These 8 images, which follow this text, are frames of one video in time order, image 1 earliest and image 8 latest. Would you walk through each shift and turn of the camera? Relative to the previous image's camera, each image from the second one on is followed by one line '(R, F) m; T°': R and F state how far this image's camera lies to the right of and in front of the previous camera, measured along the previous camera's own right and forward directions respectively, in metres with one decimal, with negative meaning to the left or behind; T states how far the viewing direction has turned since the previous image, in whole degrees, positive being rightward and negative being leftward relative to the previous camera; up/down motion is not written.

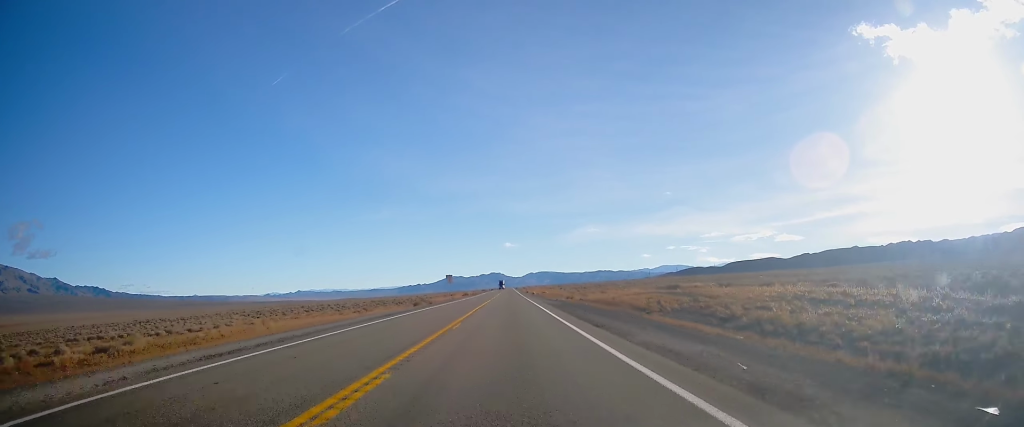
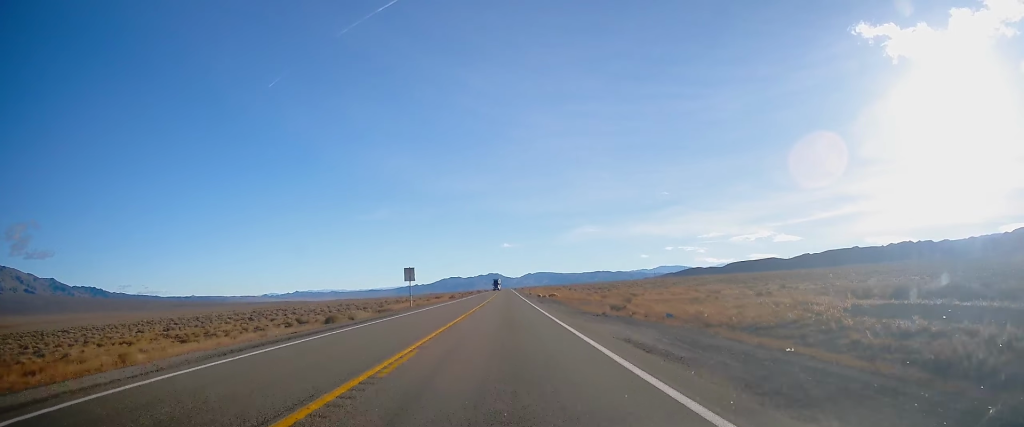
(-0.2, +33.5) m; -1°
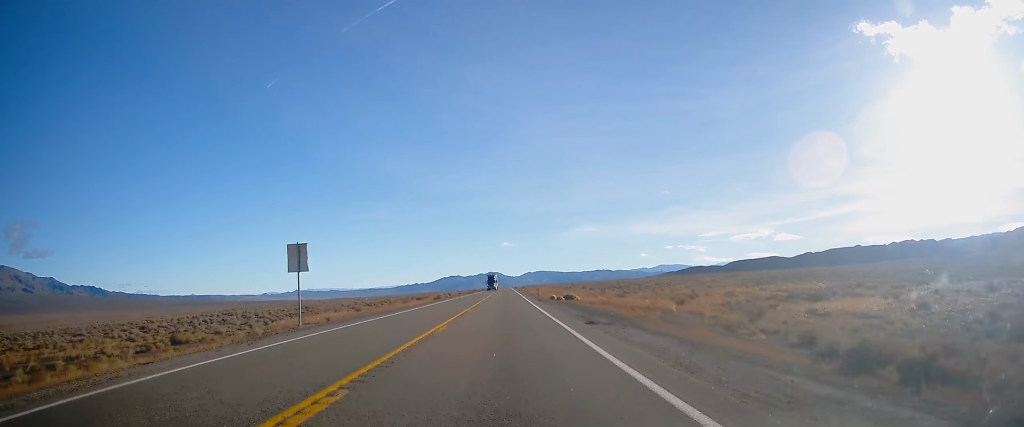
(-0.2, +29.1) m; 0°
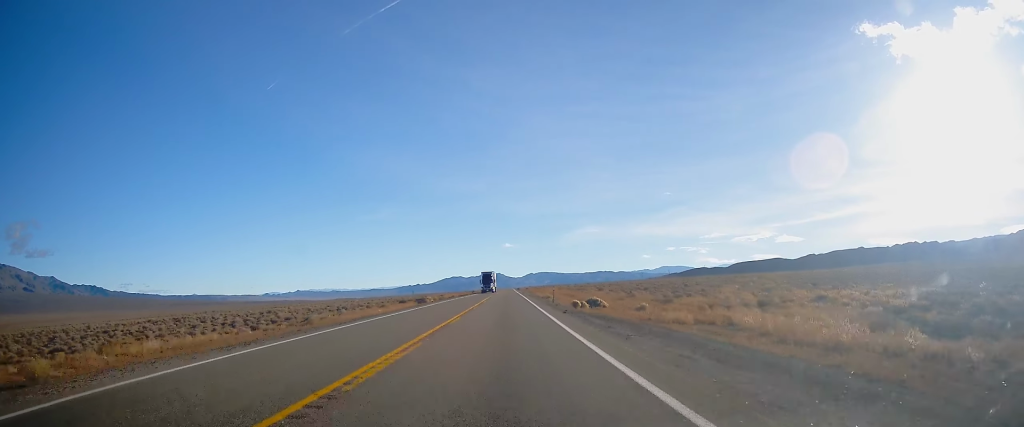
(-0.1, +20.4) m; 0°
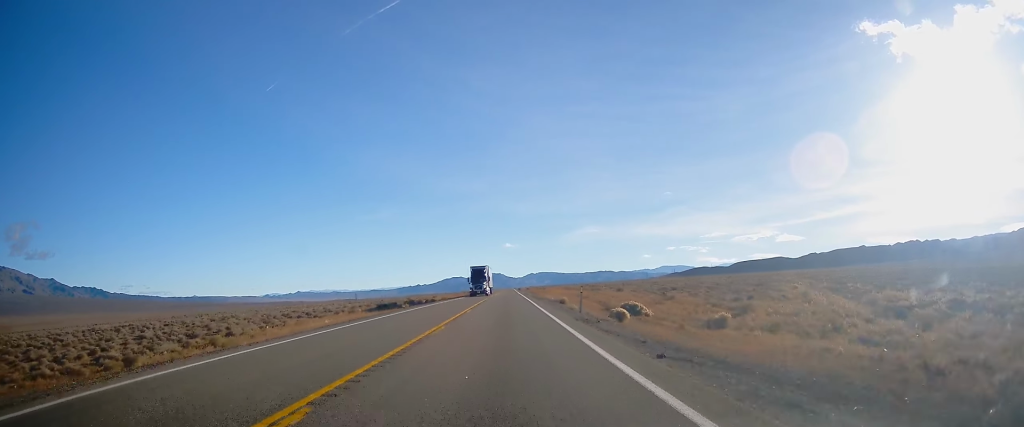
(+0.3, +17.3) m; 0°
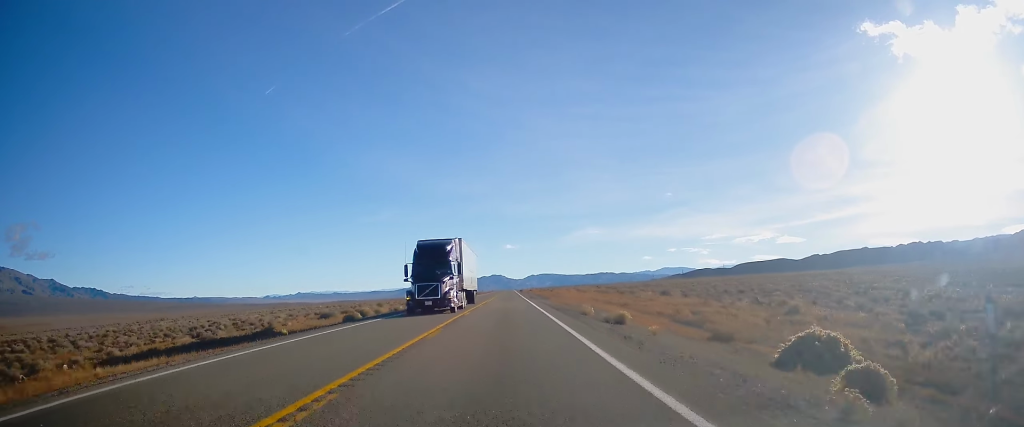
(-0.1, +24.9) m; 0°
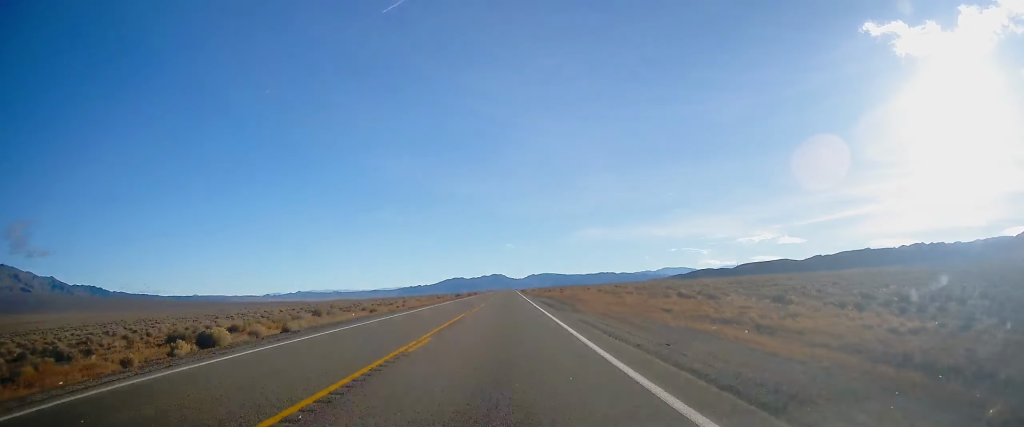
(-0.1, +27.2) m; 0°
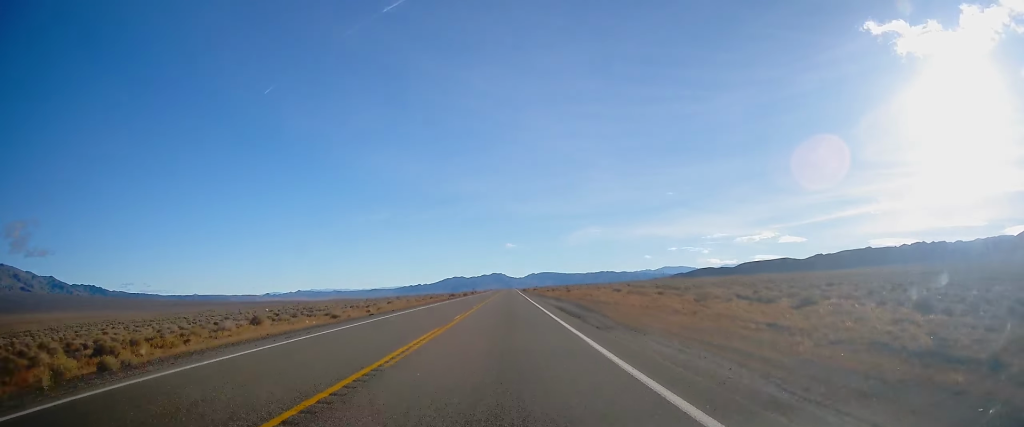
(+0.2, +14.2) m; 0°
